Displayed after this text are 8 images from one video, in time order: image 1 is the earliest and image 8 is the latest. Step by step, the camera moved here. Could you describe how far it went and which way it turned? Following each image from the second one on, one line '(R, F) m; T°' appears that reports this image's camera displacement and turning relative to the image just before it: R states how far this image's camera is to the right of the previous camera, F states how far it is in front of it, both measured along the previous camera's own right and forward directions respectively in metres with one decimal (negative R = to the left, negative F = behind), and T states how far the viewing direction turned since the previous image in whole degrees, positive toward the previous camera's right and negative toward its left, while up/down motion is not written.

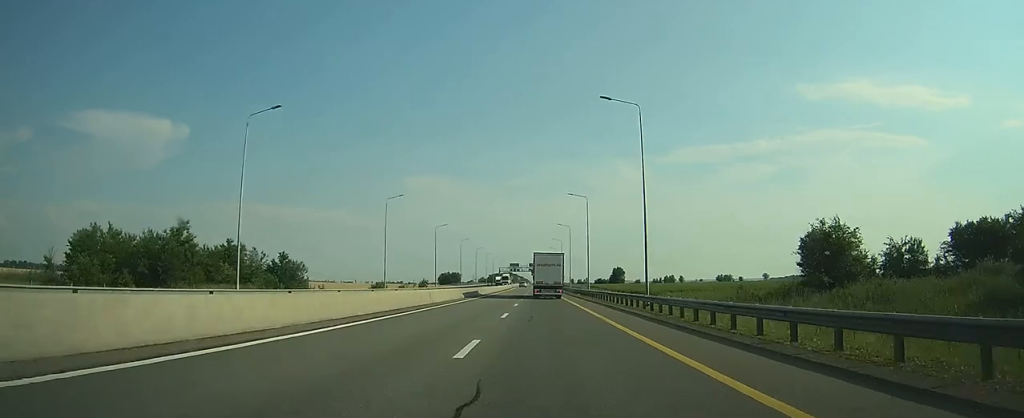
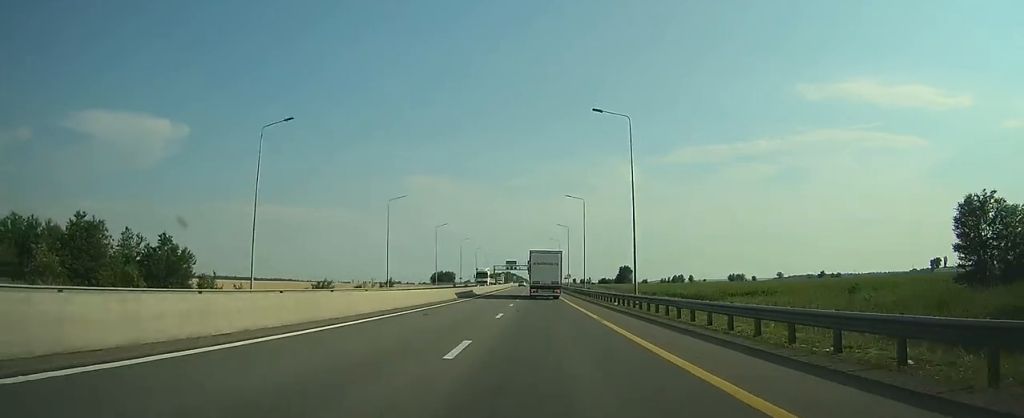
(0.0, +37.6) m; 0°
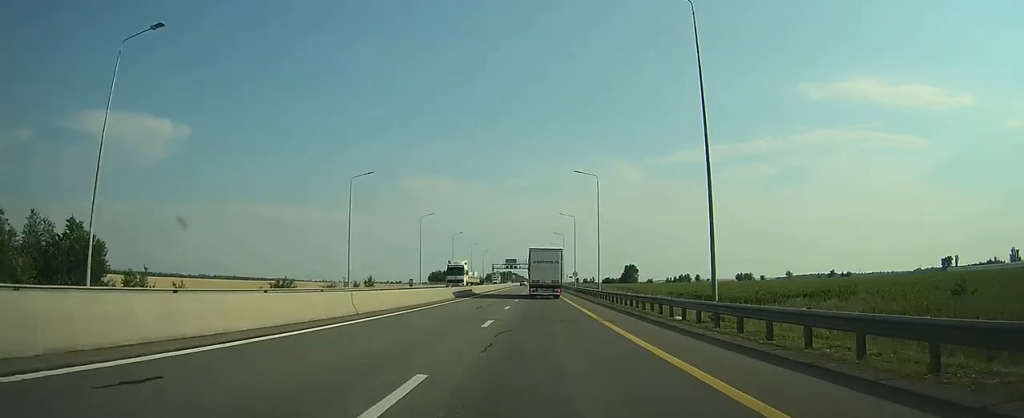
(+0.1, +17.6) m; 0°
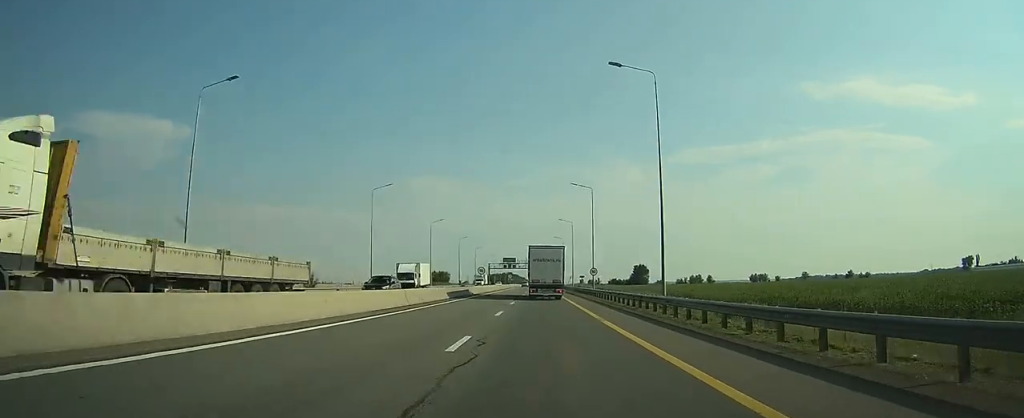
(+0.2, +31.8) m; -1°
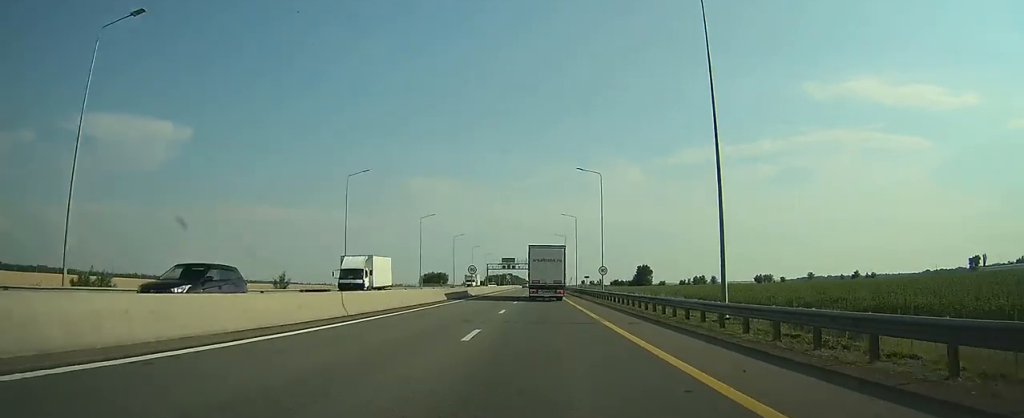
(+0.1, +10.1) m; -1°
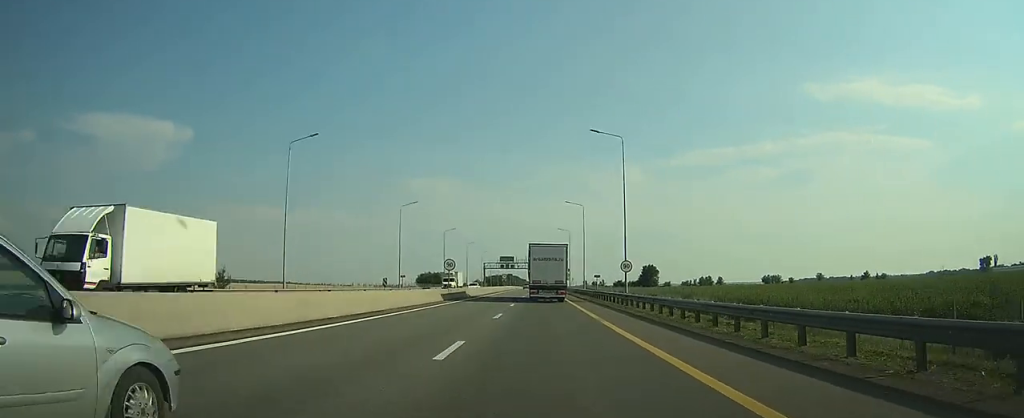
(-0.5, +15.5) m; -1°
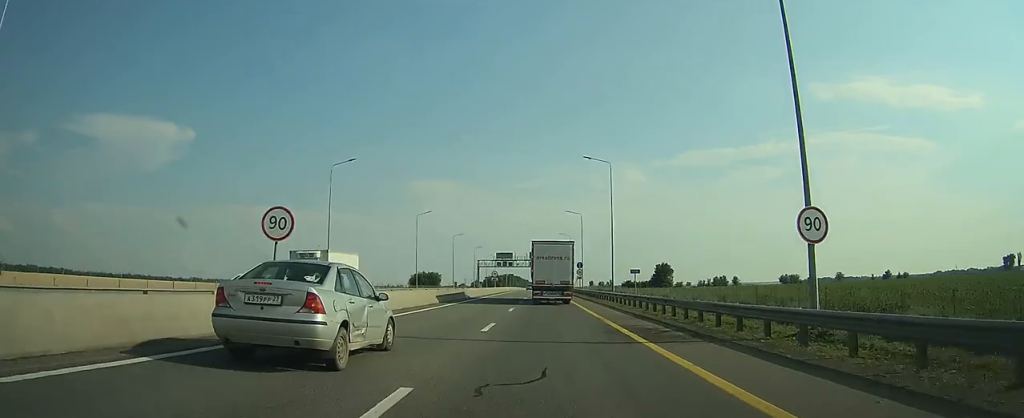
(-0.2, +30.2) m; 0°
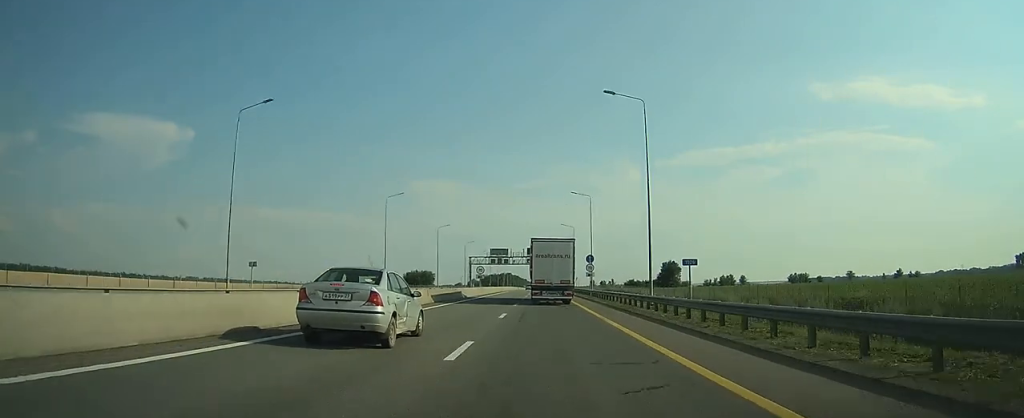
(0.0, +18.3) m; 0°
